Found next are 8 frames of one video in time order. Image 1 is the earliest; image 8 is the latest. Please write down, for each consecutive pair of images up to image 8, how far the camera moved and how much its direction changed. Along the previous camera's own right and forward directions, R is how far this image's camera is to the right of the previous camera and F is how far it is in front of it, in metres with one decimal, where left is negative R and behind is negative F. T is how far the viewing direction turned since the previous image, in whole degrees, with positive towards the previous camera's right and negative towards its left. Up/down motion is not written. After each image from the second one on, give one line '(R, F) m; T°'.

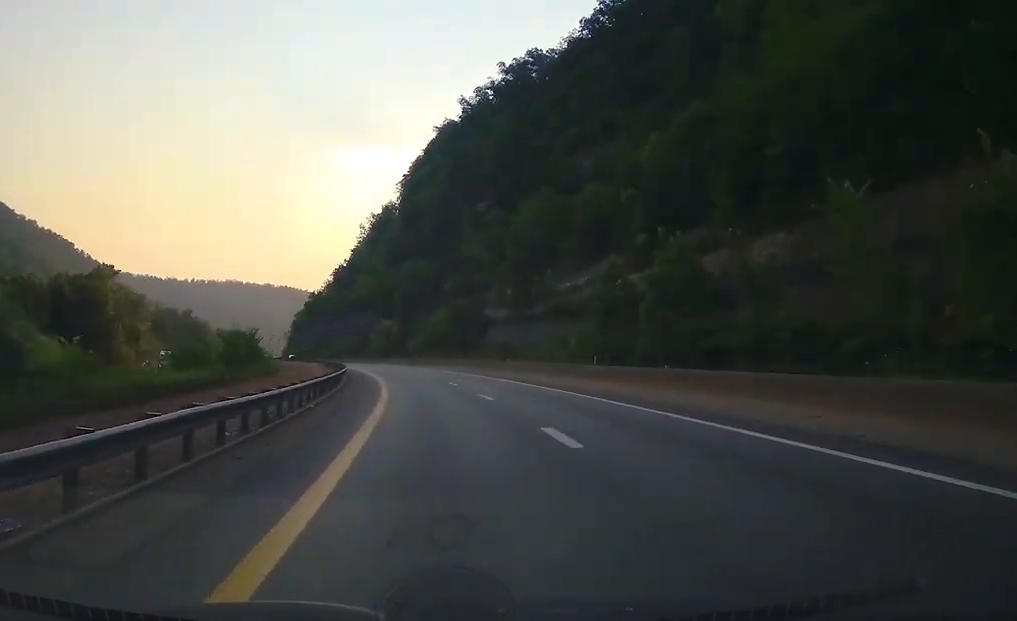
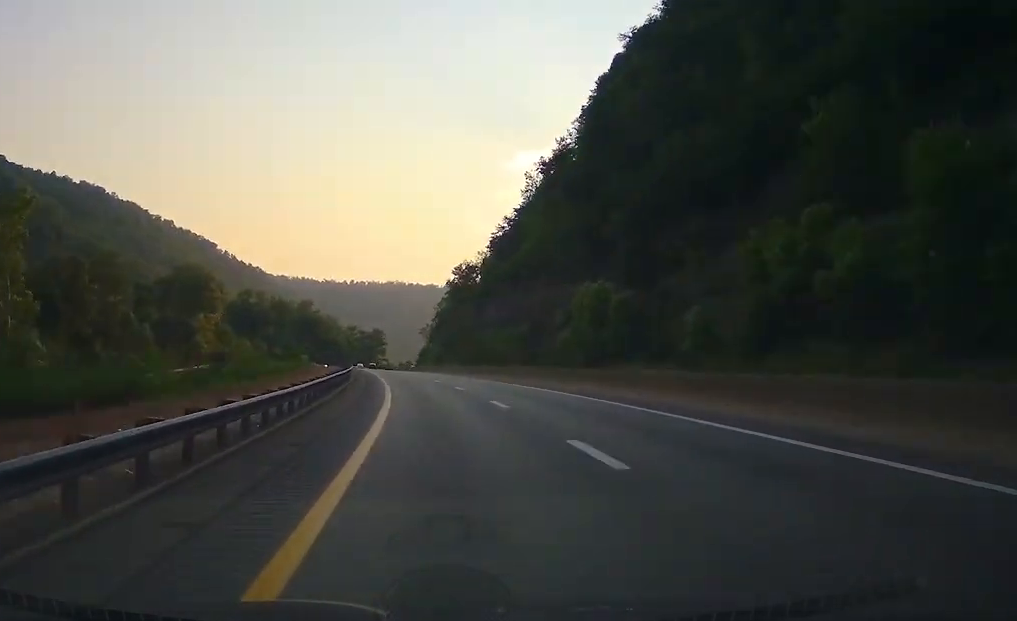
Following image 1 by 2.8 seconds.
(-8.7, +84.1) m; -10°
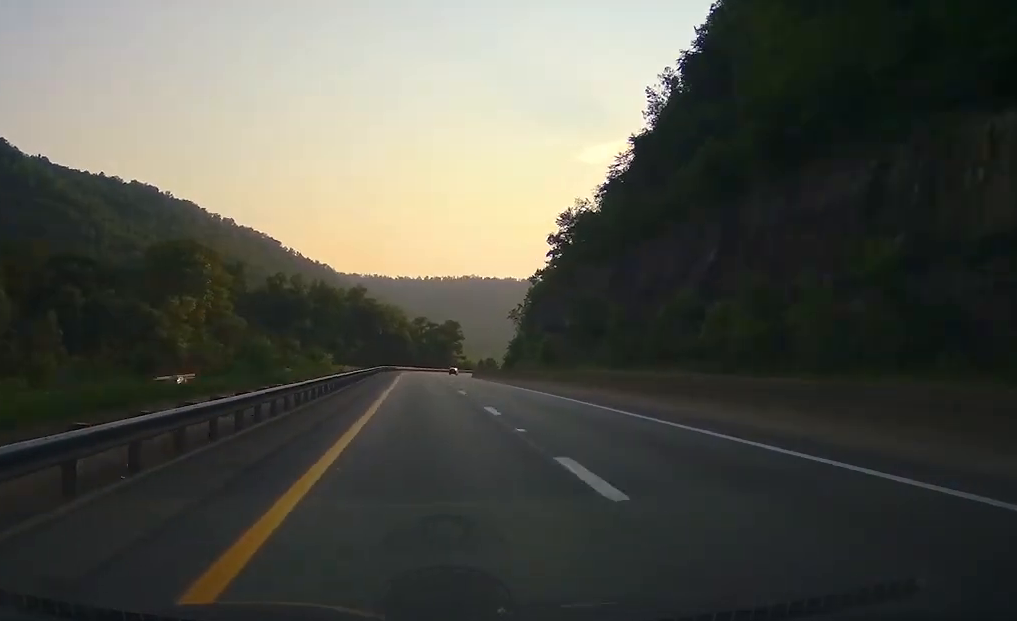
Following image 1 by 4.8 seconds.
(-5.2, +59.5) m; -1°
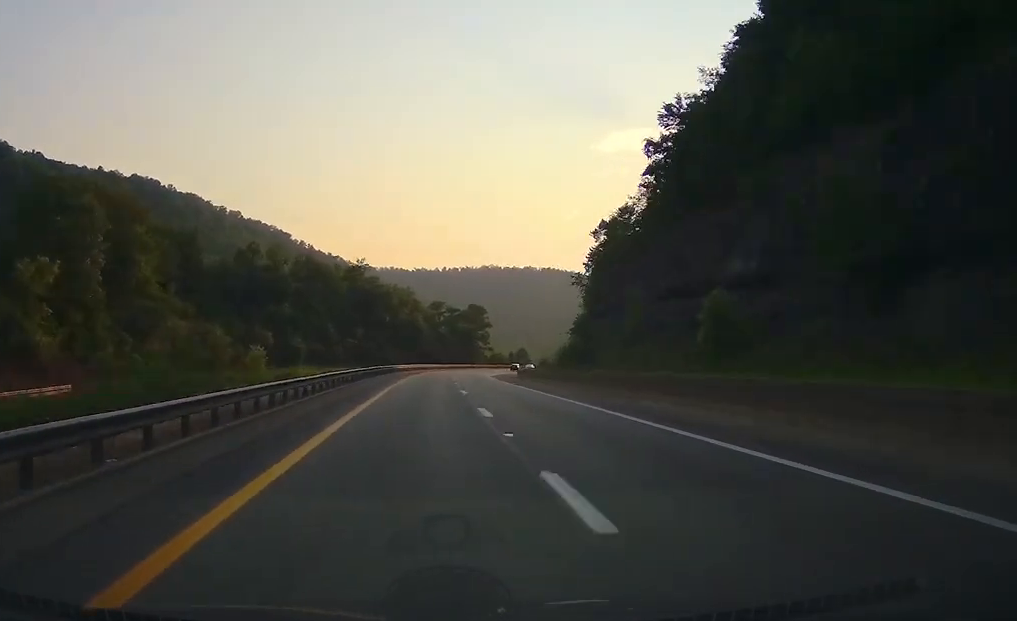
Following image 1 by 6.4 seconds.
(-3.3, +47.6) m; -1°
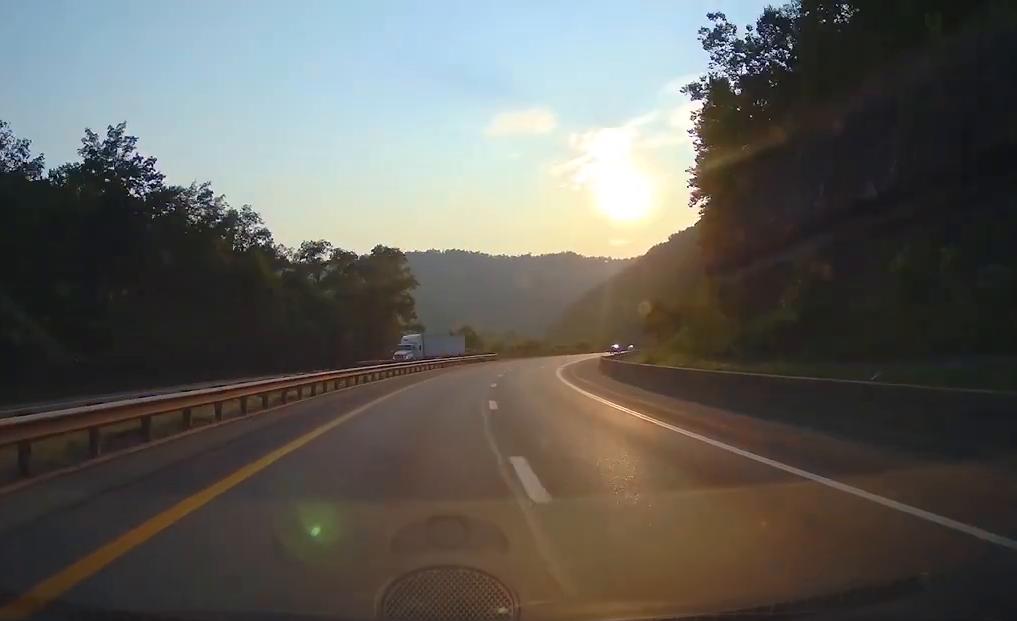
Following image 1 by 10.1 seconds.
(+6.0, +107.2) m; +12°
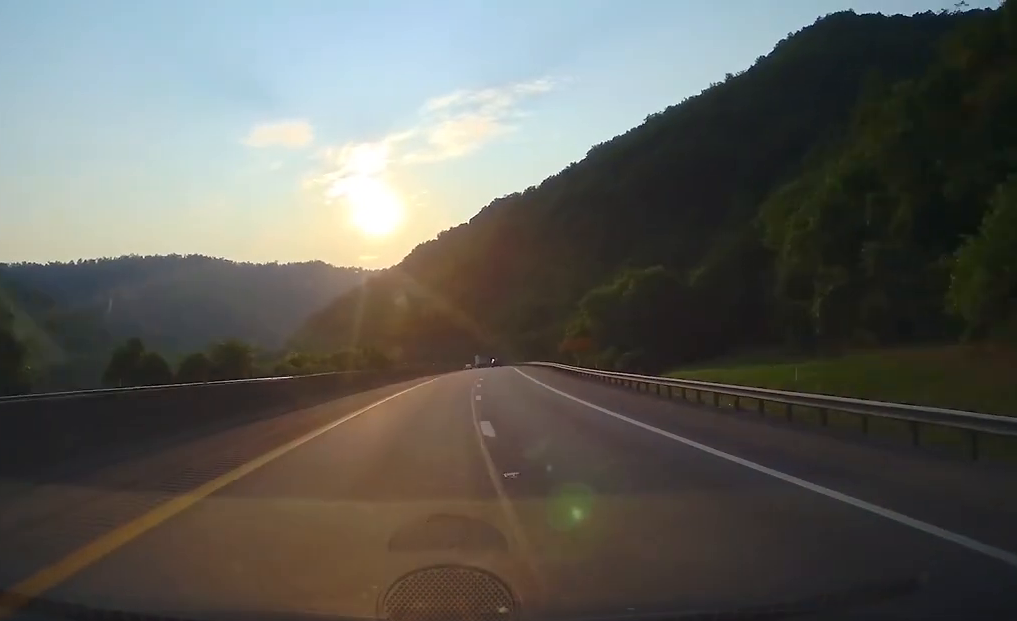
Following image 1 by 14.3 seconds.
(+18.6, +113.5) m; +13°
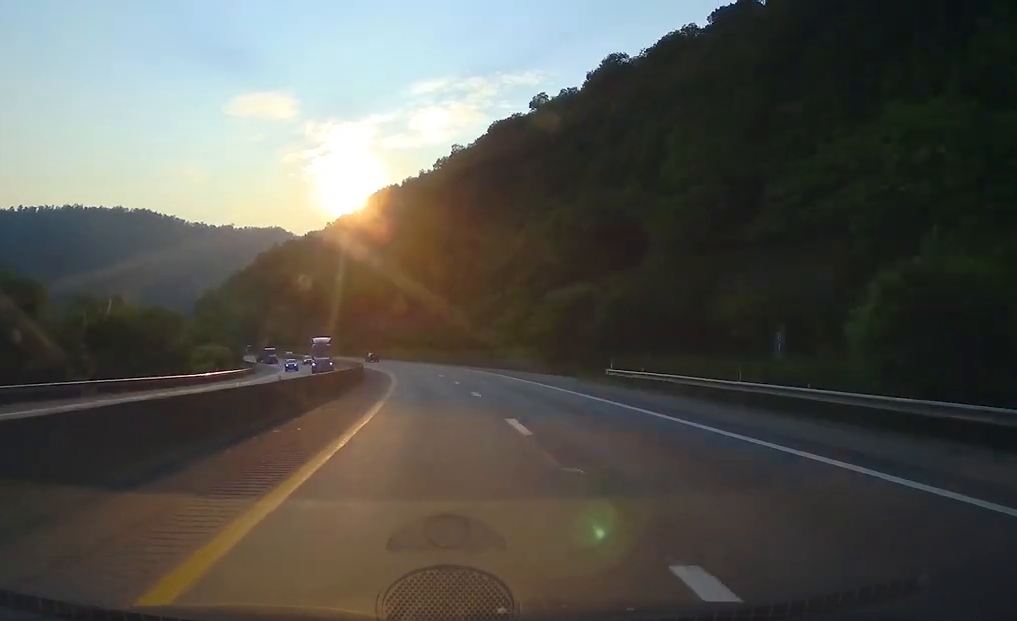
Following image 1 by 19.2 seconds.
(+4.3, +133.8) m; -2°
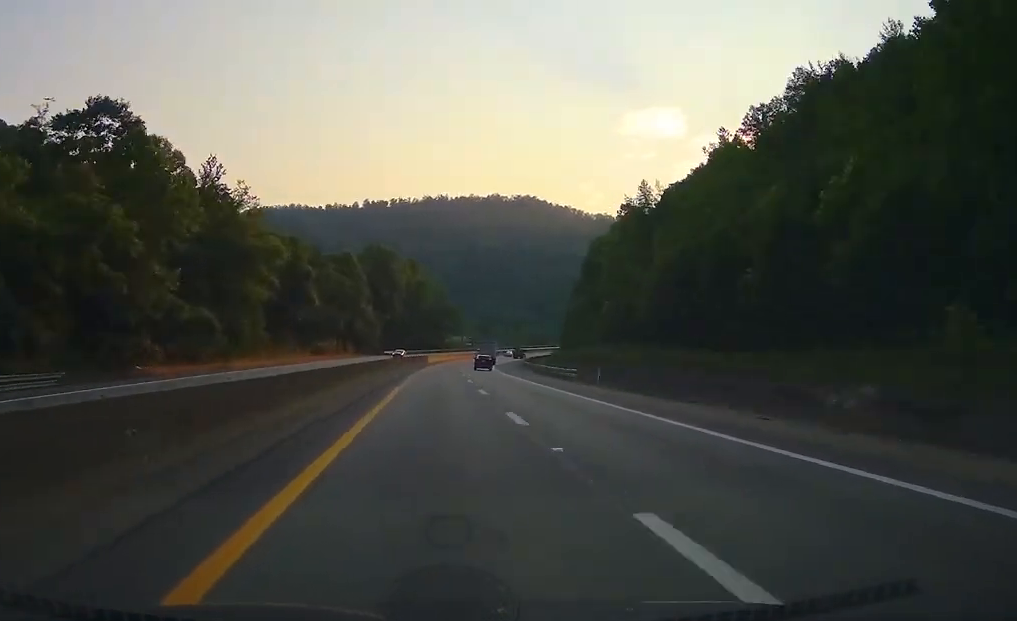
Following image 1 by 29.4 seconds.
(-77.7, +287.8) m; -22°
